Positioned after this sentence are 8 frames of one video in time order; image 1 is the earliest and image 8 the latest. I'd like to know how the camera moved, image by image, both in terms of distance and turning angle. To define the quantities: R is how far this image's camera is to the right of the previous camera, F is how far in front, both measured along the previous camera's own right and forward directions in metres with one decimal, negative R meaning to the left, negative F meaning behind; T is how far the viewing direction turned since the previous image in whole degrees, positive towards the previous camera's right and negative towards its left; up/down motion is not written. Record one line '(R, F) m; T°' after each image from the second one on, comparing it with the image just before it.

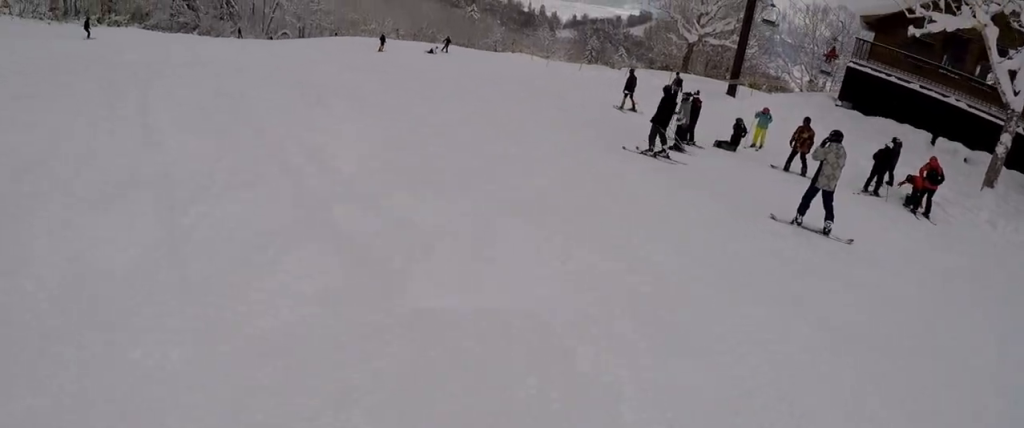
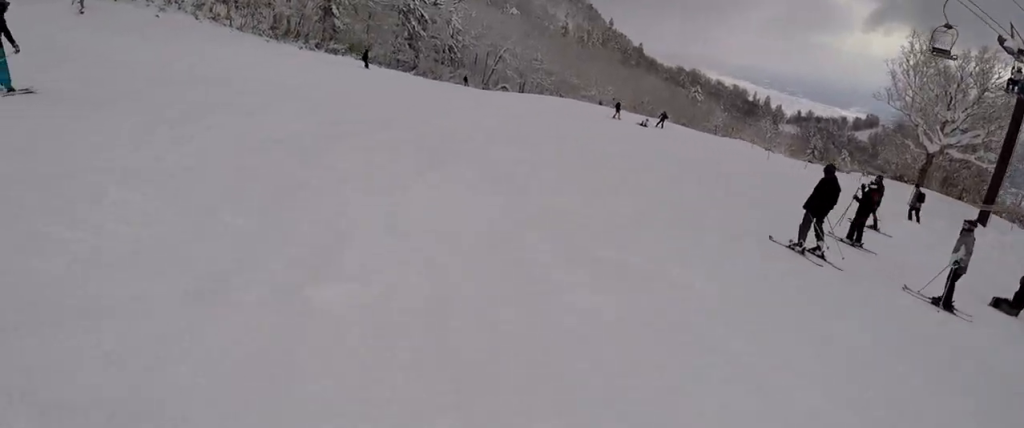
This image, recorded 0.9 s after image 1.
(-0.7, +3.8) m; -24°
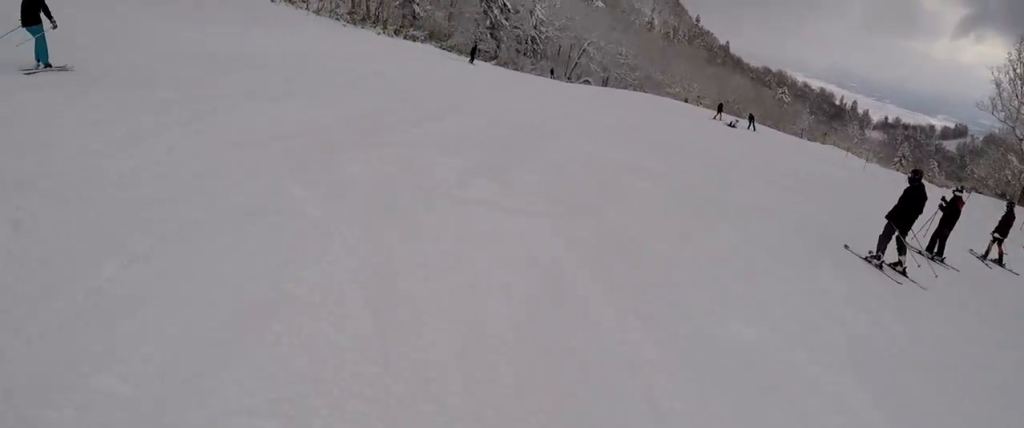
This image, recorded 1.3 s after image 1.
(-0.1, +1.8) m; -10°
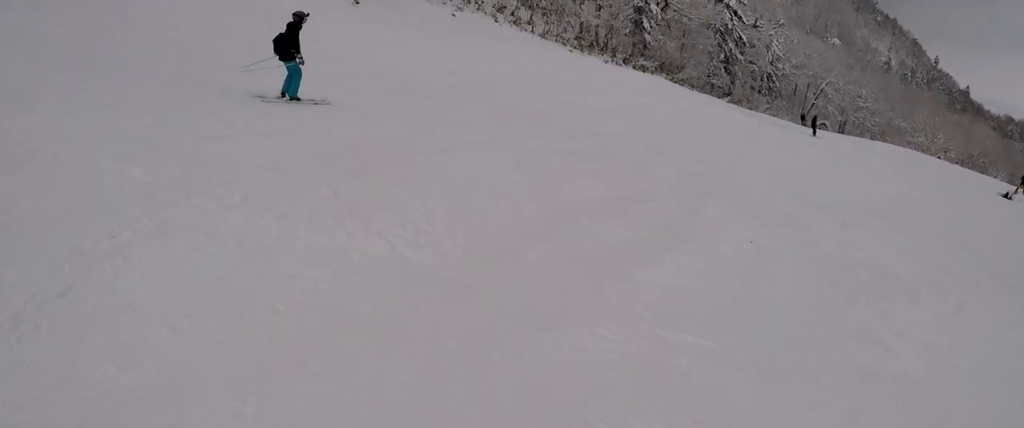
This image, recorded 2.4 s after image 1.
(-1.3, +4.9) m; -20°
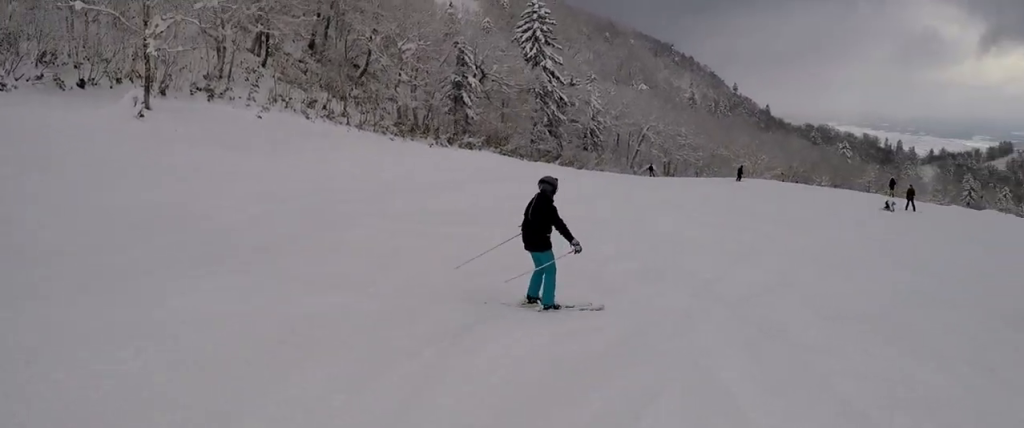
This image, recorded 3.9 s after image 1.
(-1.3, +5.6) m; -9°
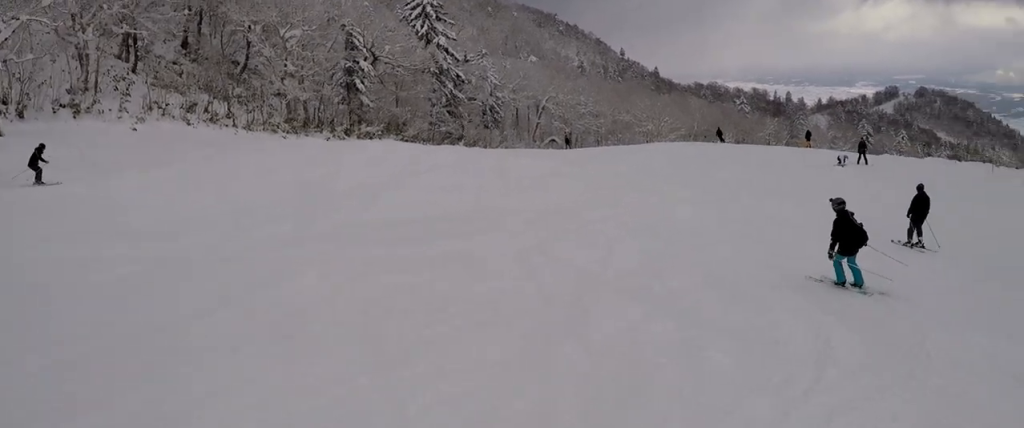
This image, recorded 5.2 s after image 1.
(+1.3, +4.4) m; +41°
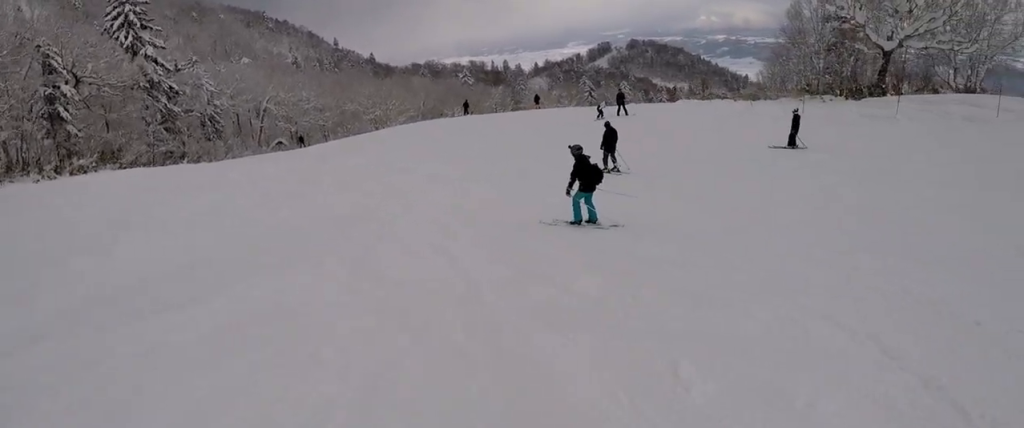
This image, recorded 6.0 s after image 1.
(+1.0, +3.5) m; +21°
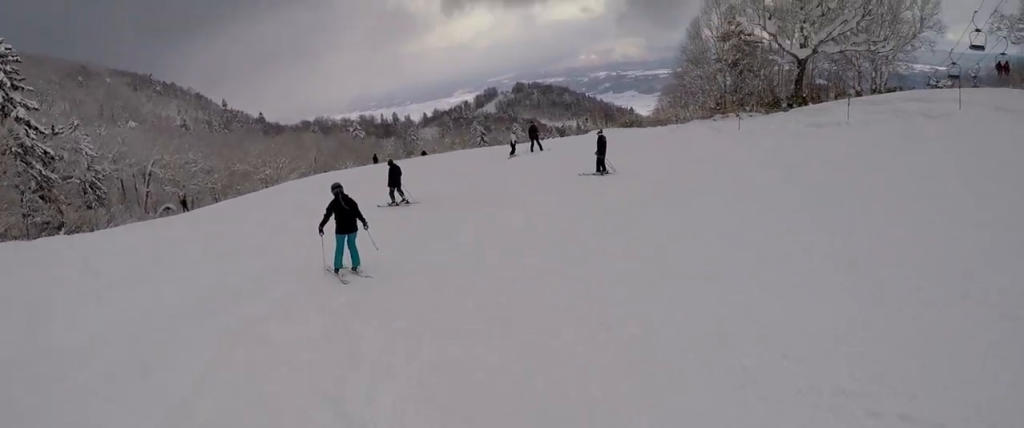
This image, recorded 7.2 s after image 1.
(+0.7, +5.4) m; +8°
